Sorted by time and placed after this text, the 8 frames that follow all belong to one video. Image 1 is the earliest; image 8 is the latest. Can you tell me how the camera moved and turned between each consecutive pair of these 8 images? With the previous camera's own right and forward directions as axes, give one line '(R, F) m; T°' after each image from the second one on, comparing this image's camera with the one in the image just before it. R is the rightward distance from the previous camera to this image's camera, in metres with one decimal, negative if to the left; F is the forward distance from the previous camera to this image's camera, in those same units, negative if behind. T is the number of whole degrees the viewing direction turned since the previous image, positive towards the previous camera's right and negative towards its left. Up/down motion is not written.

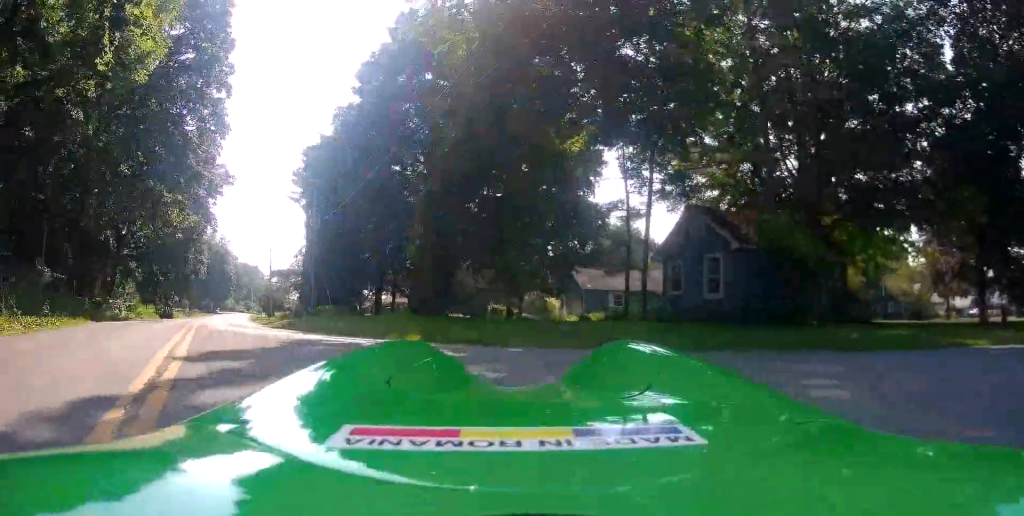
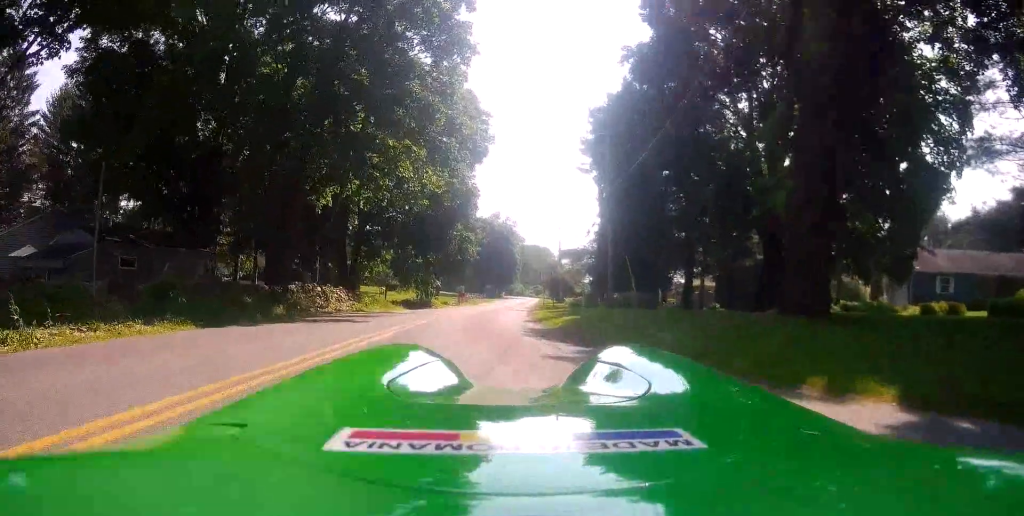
(-3.6, +8.2) m; -32°
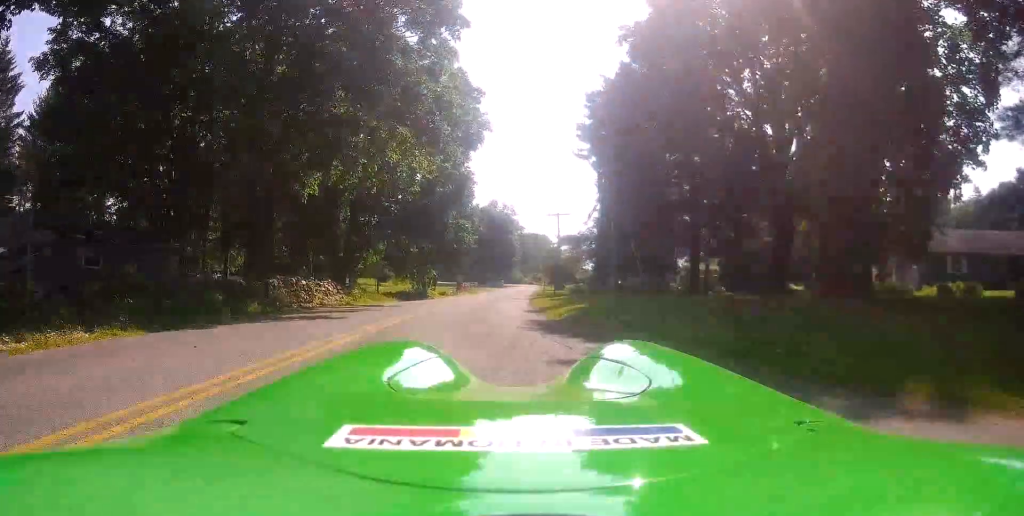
(0.0, +1.4) m; 0°
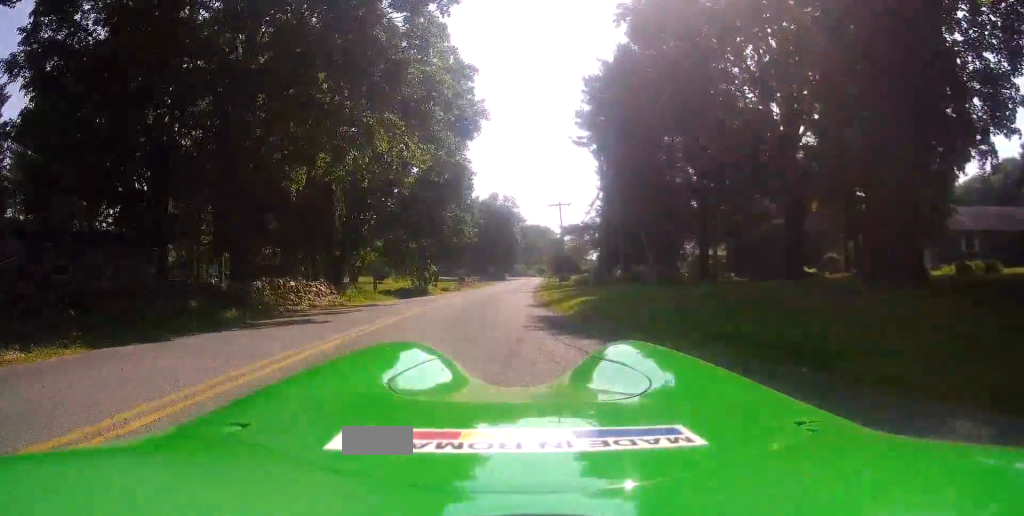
(0.0, +1.3) m; 0°
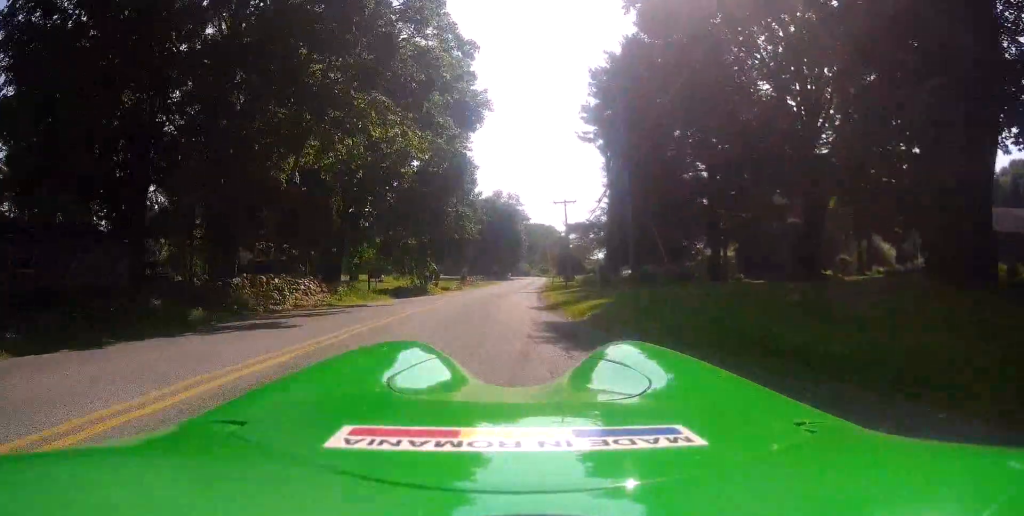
(0.0, +1.4) m; 0°
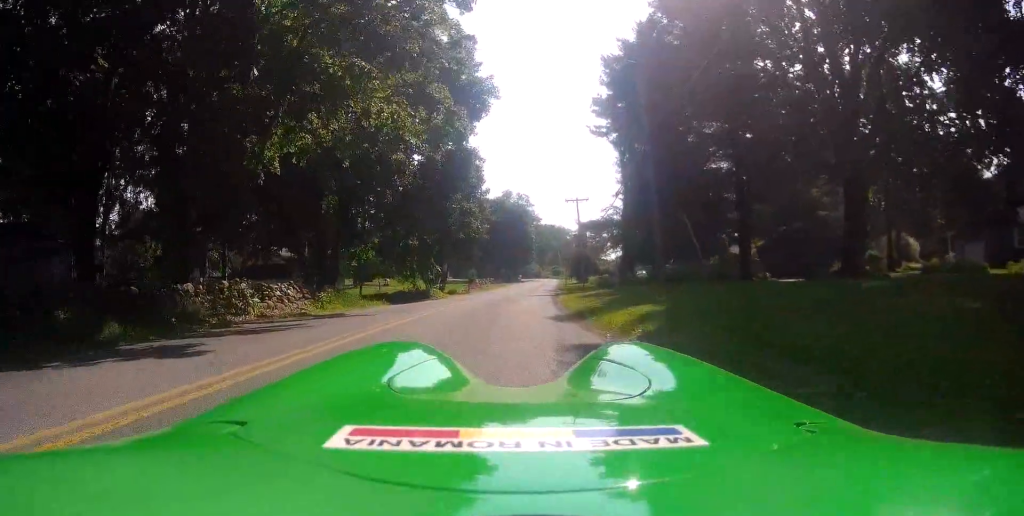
(0.0, +2.8) m; +2°
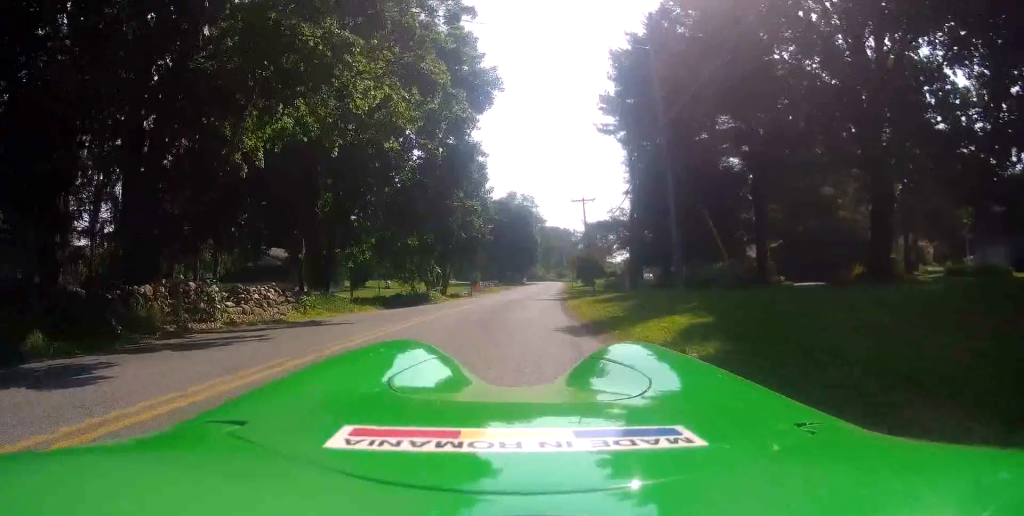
(0.0, +1.8) m; +2°
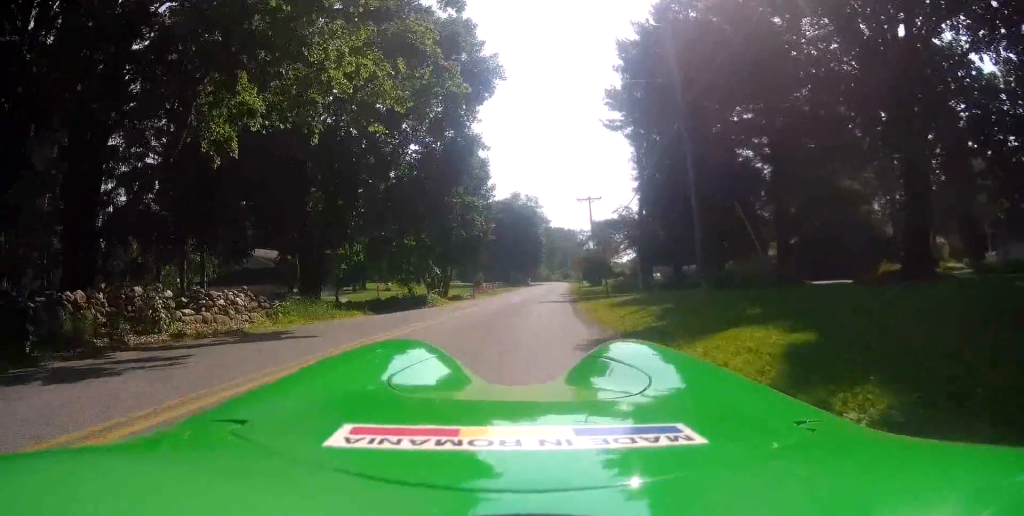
(+0.1, +2.1) m; +4°
